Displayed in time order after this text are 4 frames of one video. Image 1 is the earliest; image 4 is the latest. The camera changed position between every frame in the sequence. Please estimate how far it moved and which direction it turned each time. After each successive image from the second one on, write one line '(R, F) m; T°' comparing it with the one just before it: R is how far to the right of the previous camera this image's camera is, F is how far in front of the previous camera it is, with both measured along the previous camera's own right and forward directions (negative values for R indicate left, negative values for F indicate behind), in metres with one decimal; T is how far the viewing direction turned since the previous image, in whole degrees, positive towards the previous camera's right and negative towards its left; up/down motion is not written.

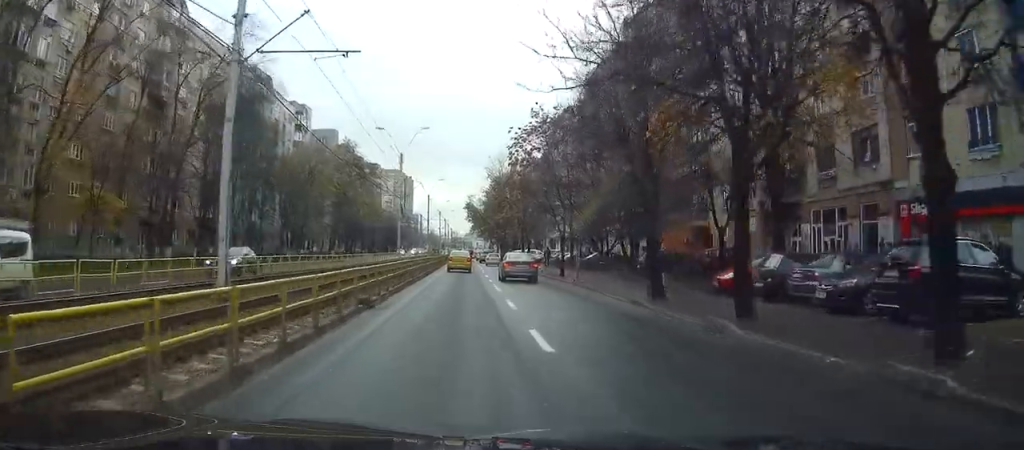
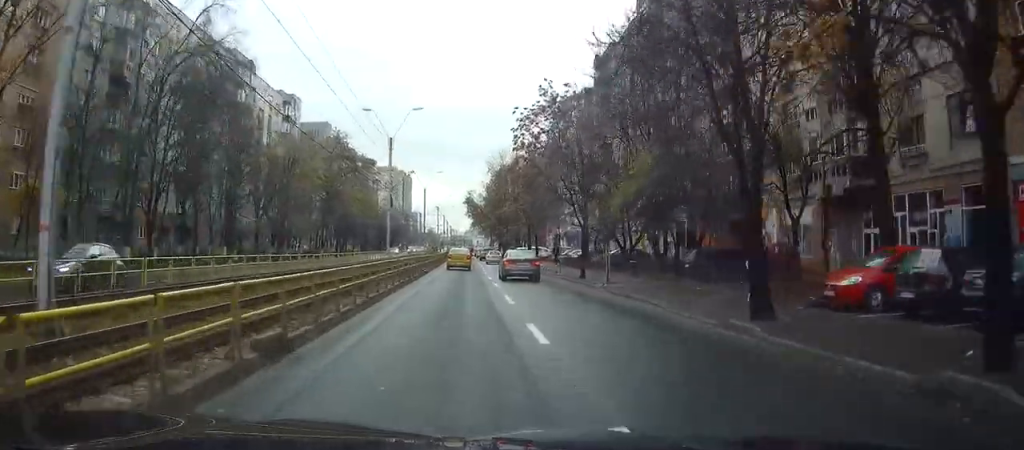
(-0.1, +7.8) m; -2°
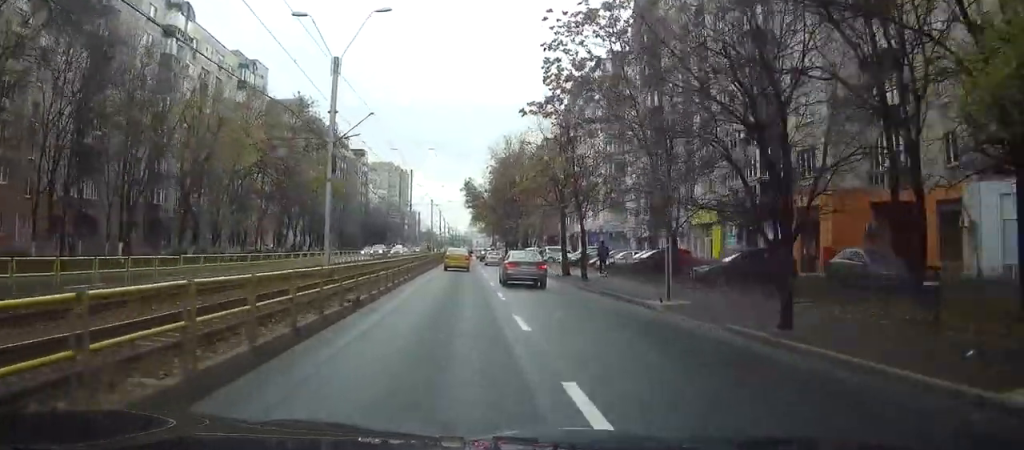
(-0.7, +23.3) m; -2°
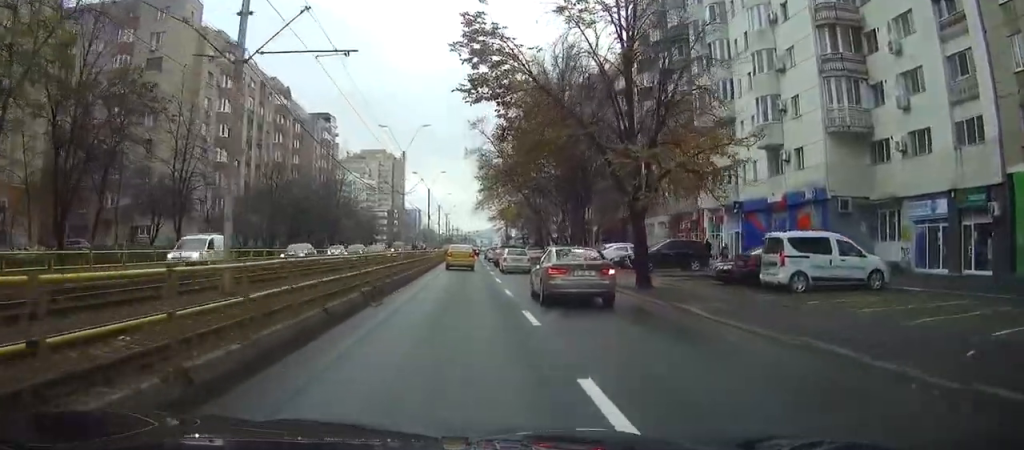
(0.0, +59.8) m; 0°
